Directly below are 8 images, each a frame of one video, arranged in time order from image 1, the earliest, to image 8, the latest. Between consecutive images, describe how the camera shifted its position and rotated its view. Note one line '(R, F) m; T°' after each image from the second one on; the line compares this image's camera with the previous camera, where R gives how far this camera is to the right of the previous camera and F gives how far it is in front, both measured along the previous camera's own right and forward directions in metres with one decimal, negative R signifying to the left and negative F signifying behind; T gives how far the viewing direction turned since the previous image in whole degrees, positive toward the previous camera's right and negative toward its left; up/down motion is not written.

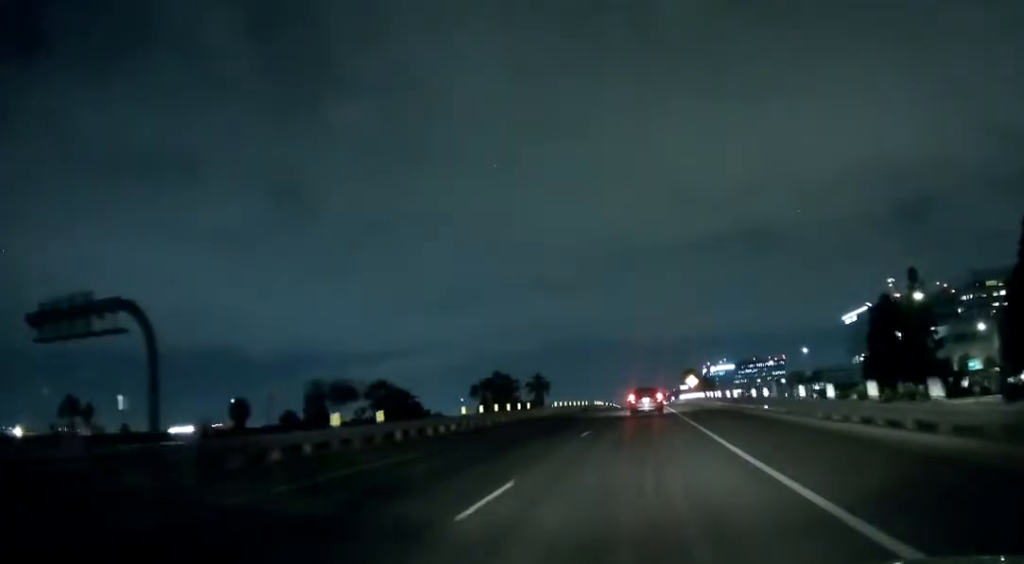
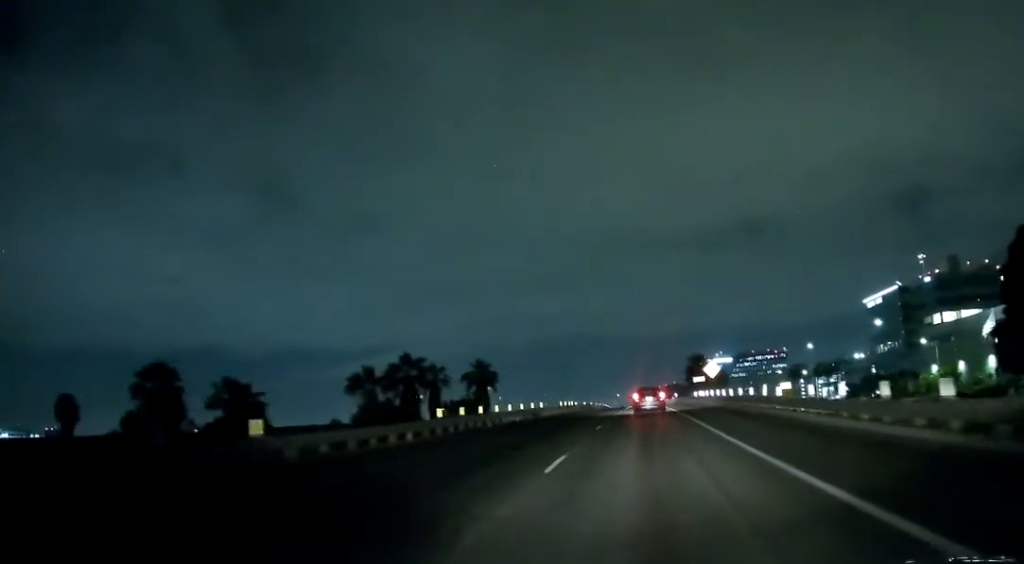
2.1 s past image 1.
(+0.1, +39.6) m; 0°
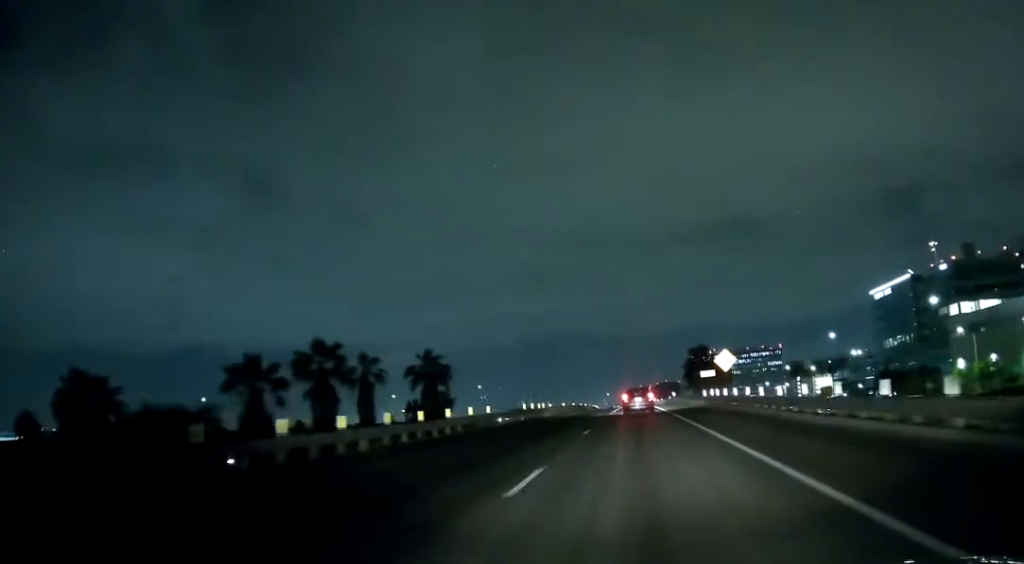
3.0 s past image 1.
(+0.1, +17.9) m; +1°
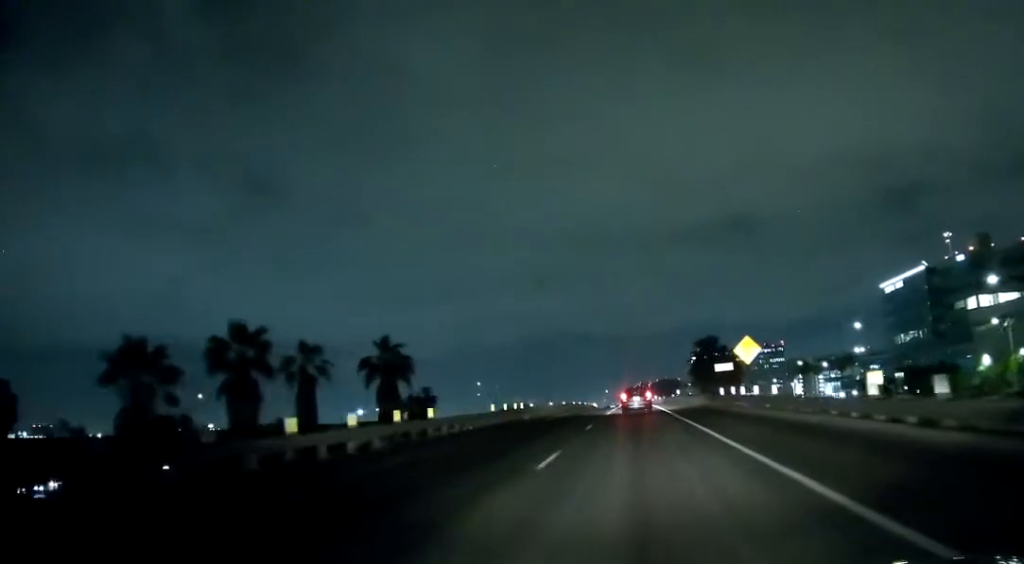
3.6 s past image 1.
(+0.1, +10.8) m; 0°
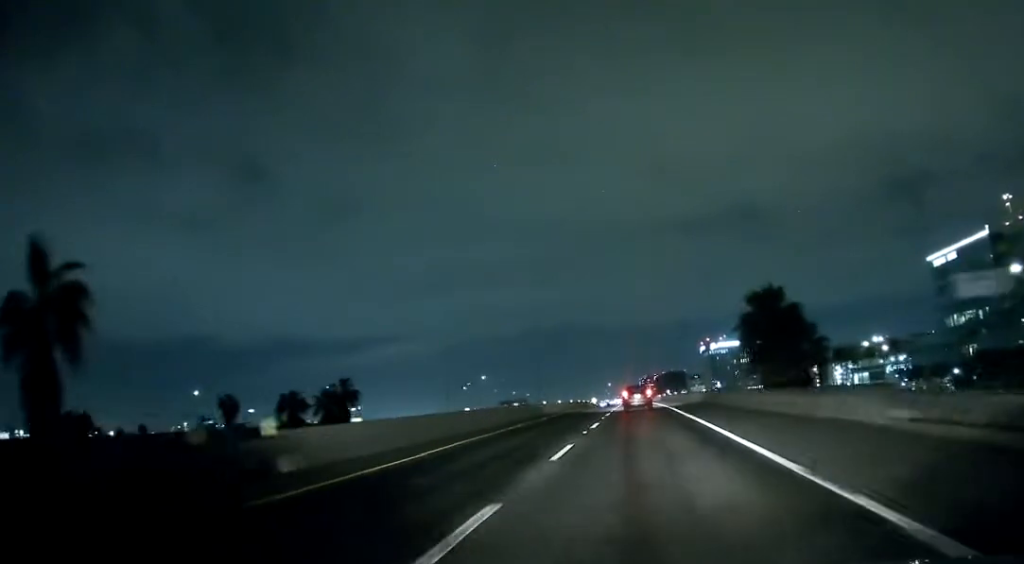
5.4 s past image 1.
(0.0, +35.9) m; 0°
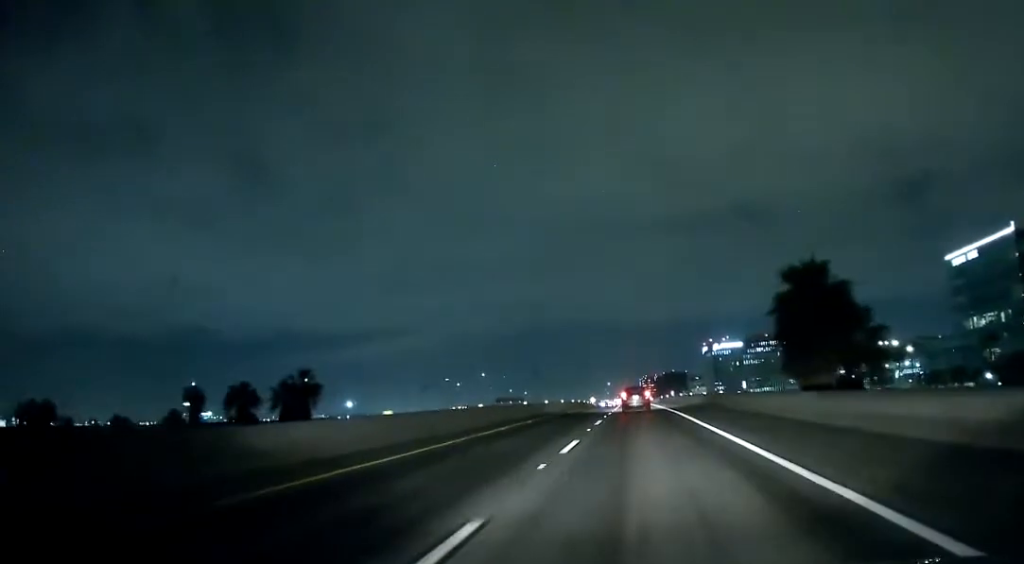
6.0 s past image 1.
(0.0, +11.2) m; 0°
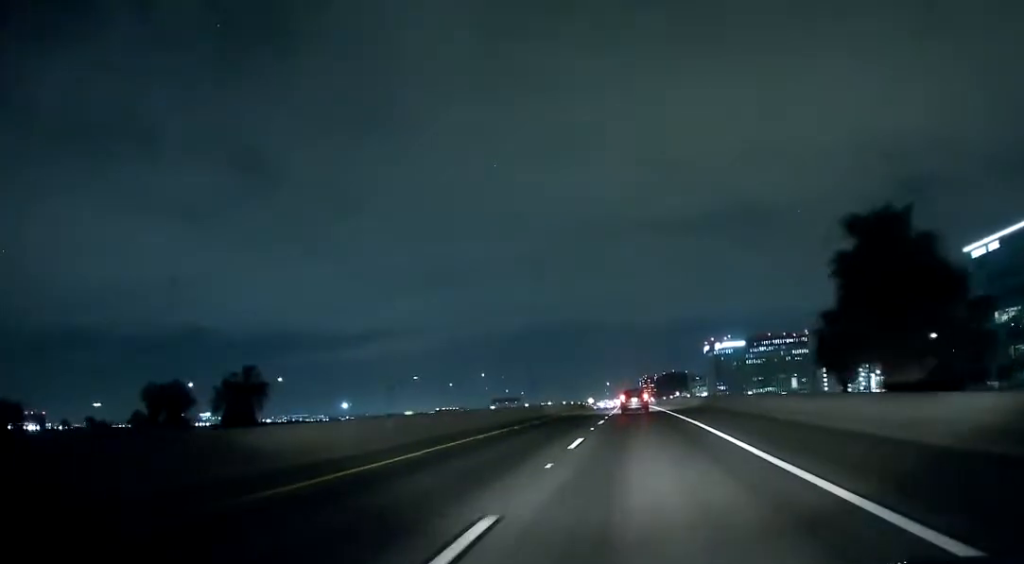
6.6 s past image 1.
(0.0, +11.3) m; 0°
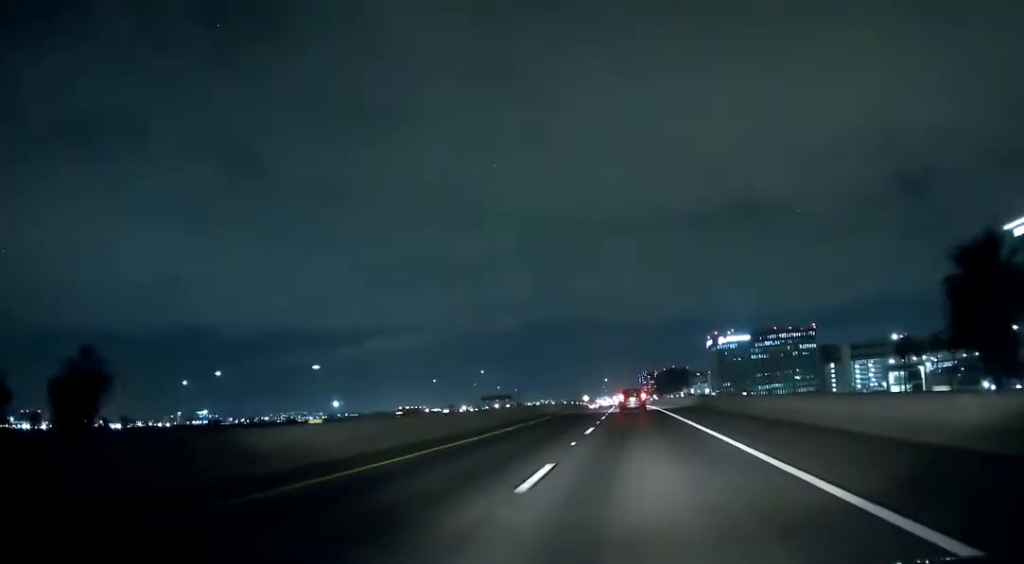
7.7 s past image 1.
(0.0, +22.2) m; 0°
